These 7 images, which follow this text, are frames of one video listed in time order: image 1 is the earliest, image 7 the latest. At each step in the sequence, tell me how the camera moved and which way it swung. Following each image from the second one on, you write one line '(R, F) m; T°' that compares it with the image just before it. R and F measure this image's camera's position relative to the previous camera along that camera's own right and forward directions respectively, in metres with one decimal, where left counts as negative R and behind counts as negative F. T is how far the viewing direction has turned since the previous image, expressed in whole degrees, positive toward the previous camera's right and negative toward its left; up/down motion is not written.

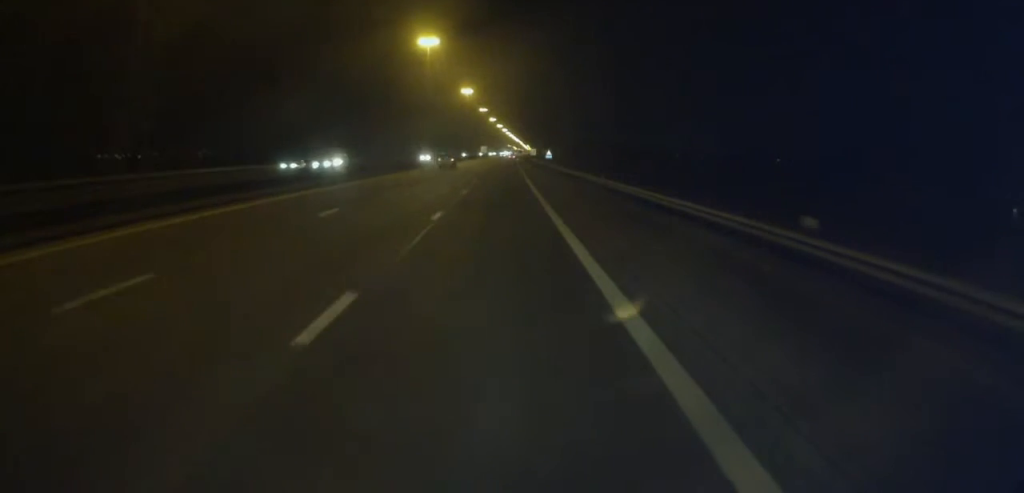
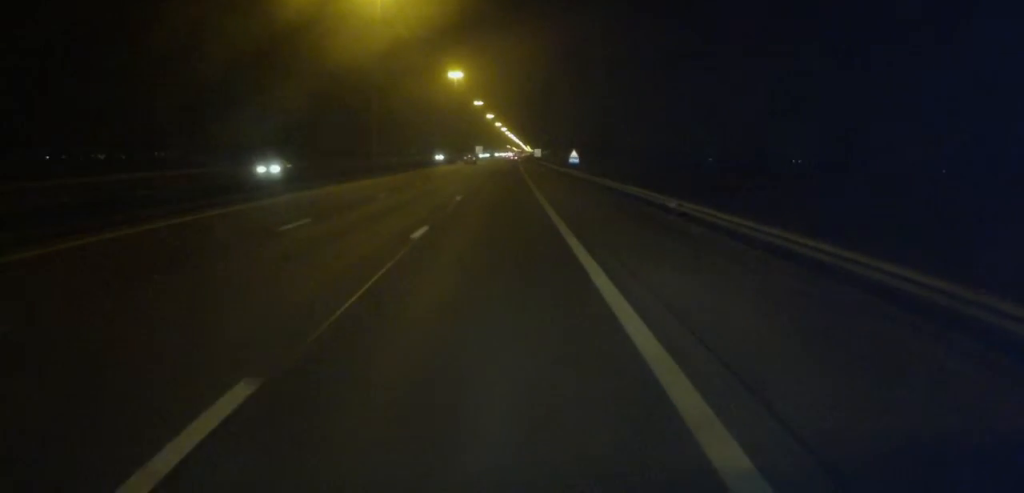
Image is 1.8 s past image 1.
(+0.1, +41.5) m; +1°
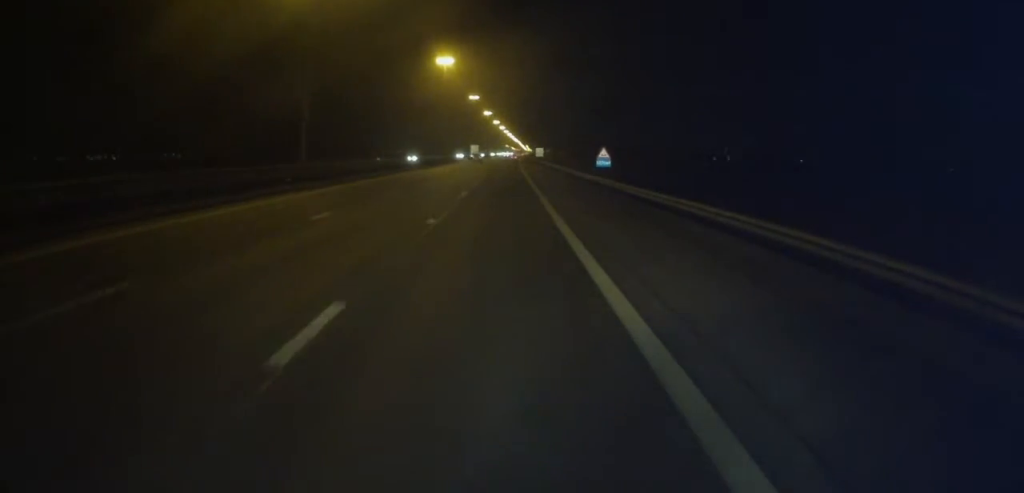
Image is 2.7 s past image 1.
(+0.1, +21.9) m; 0°
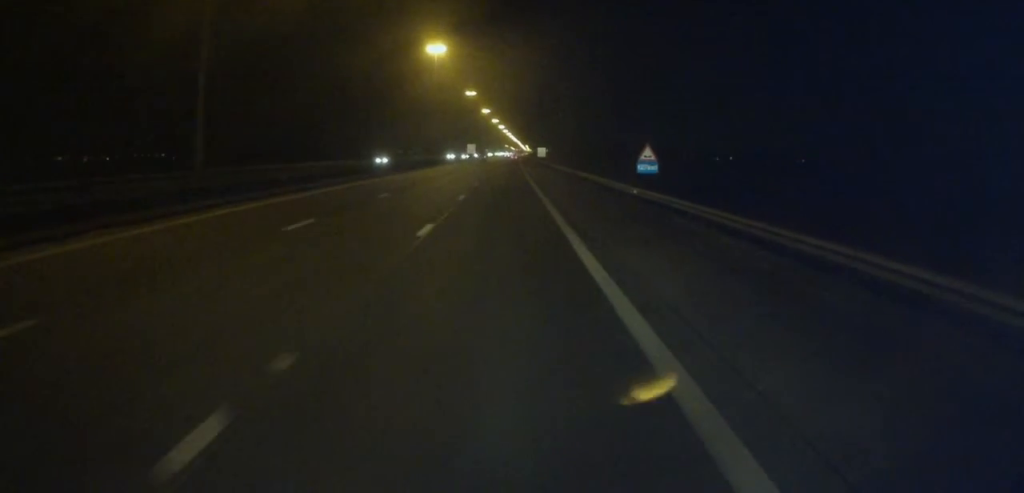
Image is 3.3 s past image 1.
(+0.1, +14.9) m; 0°
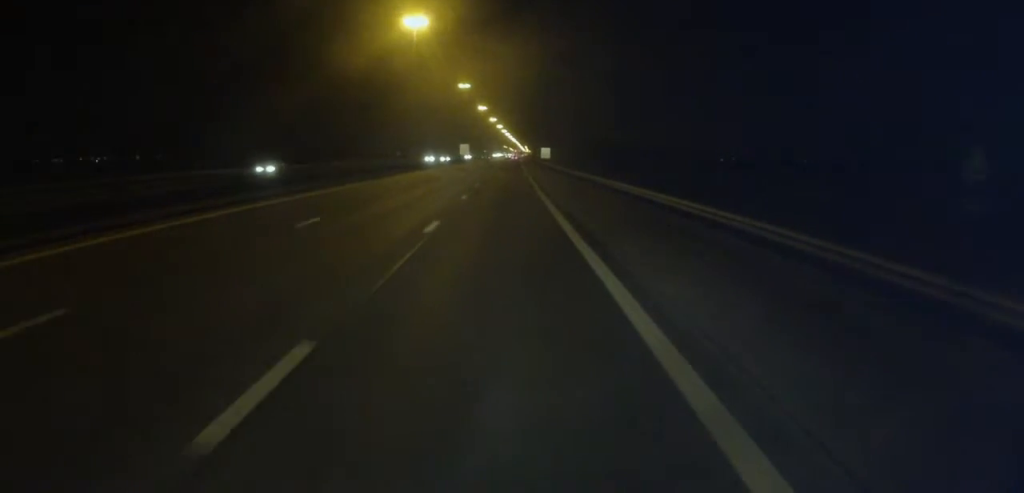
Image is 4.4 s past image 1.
(-0.2, +24.2) m; 0°
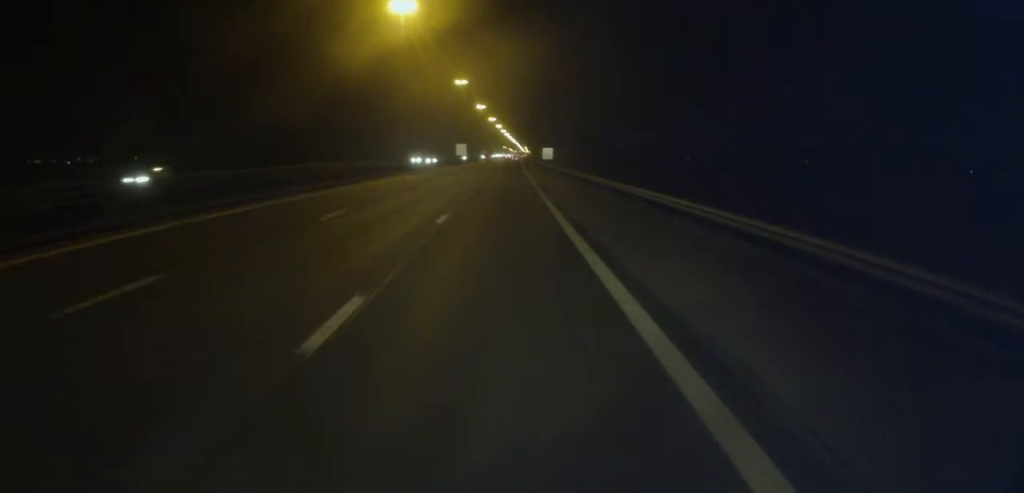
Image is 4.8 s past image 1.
(+0.1, +10.2) m; 0°
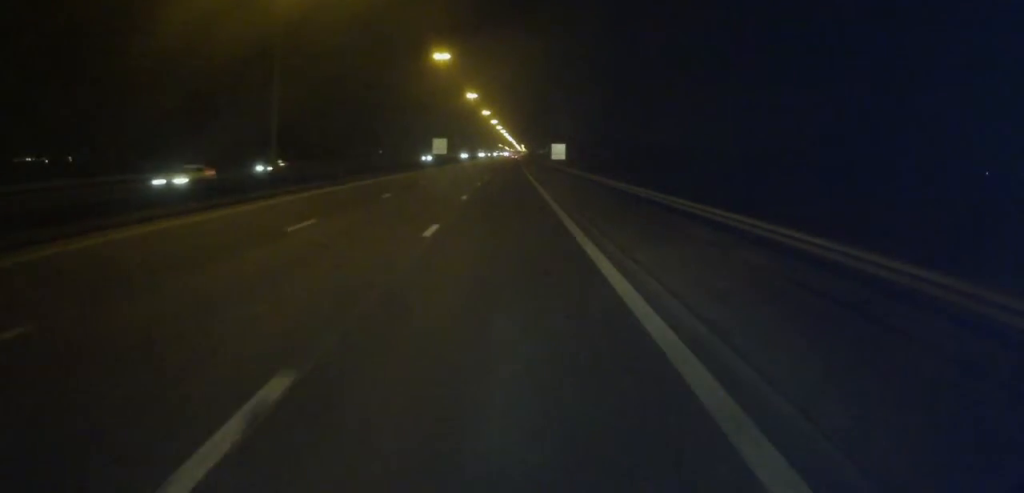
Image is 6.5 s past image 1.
(0.0, +40.7) m; 0°
